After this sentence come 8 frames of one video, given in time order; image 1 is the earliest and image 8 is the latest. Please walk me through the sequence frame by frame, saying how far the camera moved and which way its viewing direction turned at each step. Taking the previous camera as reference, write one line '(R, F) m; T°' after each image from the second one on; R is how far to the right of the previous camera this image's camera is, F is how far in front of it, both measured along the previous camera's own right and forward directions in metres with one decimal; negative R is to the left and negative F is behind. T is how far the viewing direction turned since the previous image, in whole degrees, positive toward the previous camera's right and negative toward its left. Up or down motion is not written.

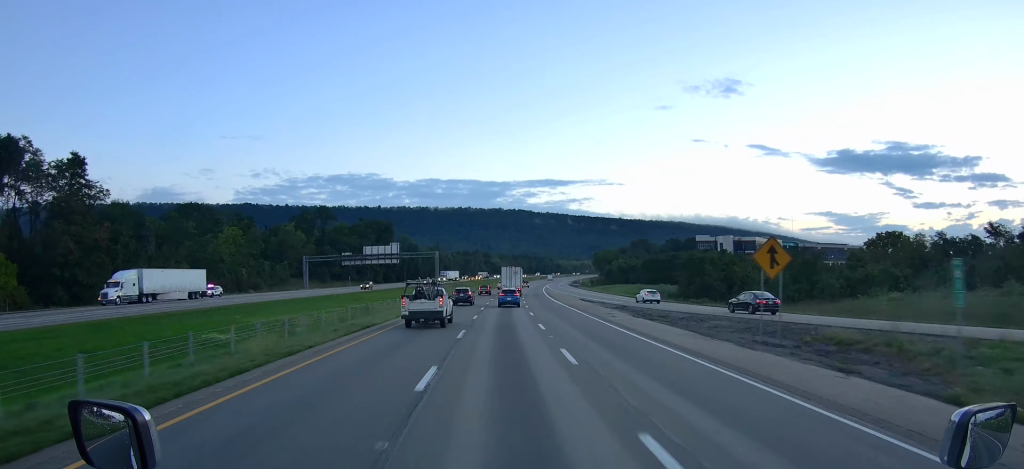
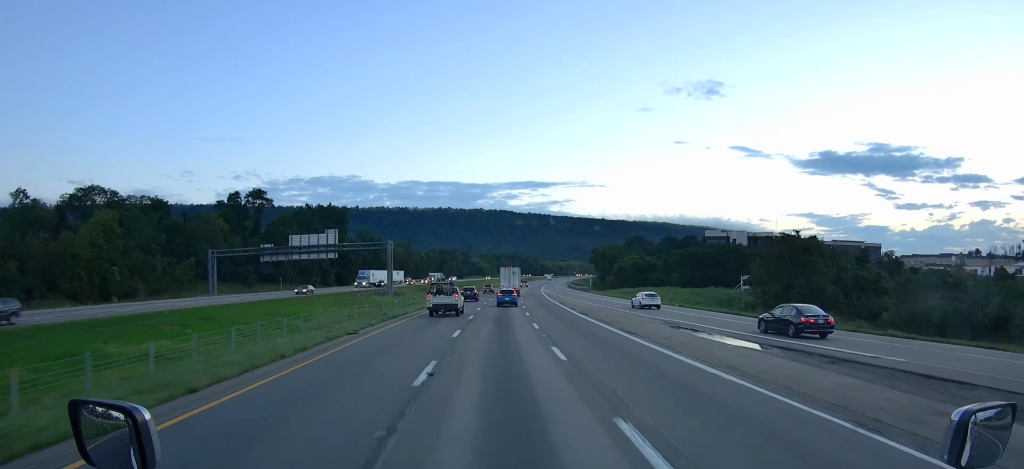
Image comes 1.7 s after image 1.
(+0.1, +48.0) m; +2°
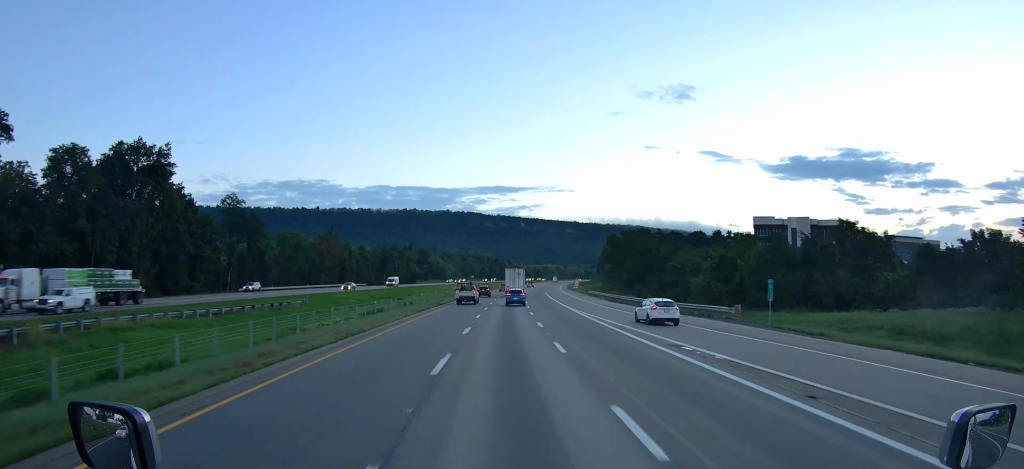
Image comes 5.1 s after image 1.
(+3.1, +95.6) m; +3°
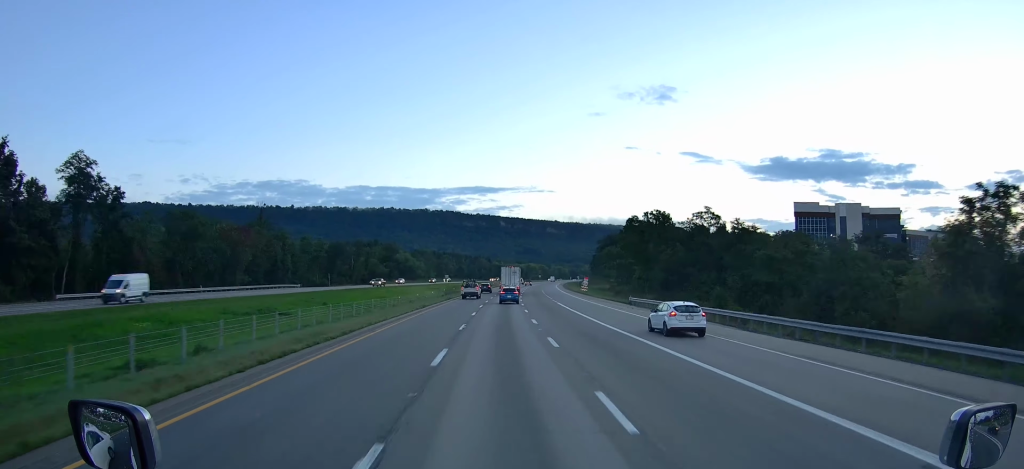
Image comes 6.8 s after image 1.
(+1.1, +47.7) m; +2°
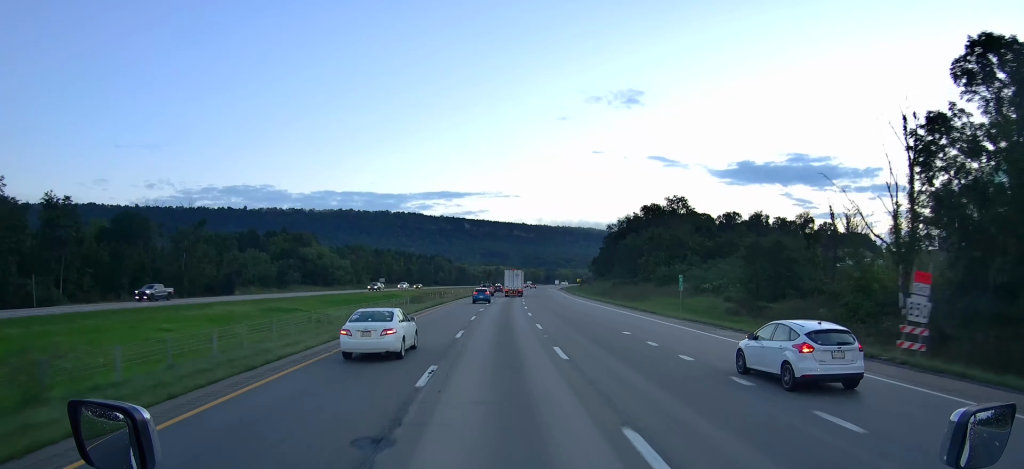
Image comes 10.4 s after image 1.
(+2.7, +100.8) m; +3°
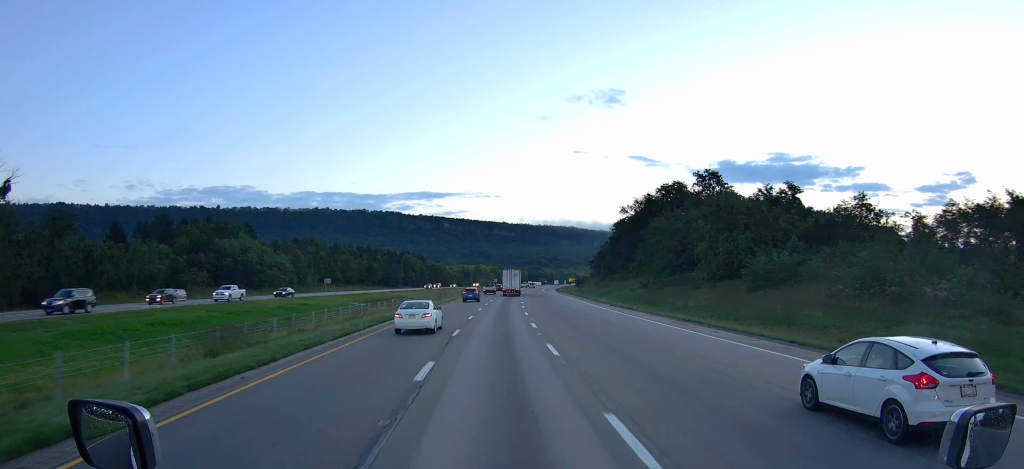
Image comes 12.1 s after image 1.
(+0.9, +47.5) m; +1°
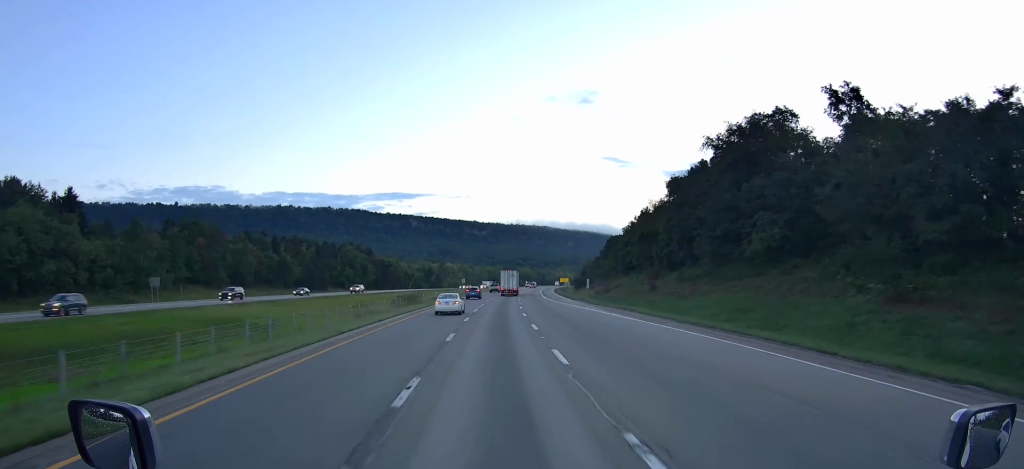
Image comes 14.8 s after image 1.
(+1.6, +75.6) m; +2°
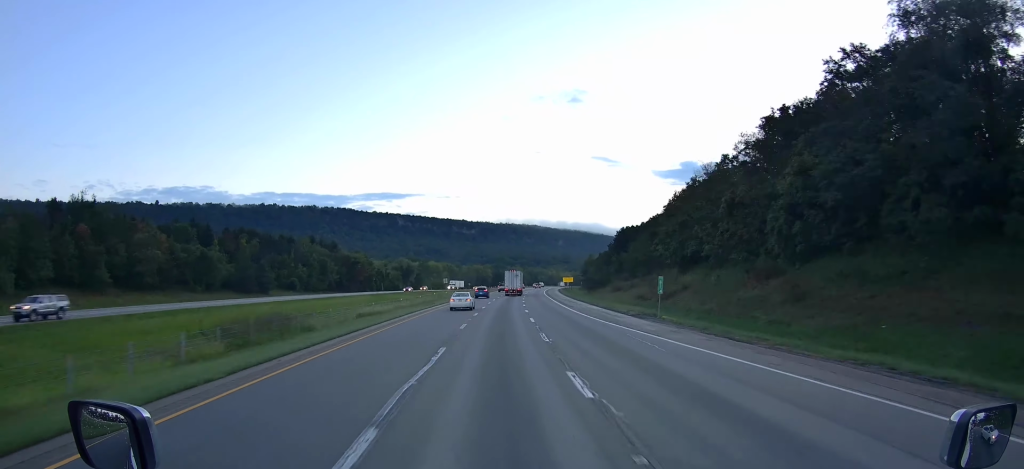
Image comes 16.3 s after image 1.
(+0.4, +42.1) m; +1°
